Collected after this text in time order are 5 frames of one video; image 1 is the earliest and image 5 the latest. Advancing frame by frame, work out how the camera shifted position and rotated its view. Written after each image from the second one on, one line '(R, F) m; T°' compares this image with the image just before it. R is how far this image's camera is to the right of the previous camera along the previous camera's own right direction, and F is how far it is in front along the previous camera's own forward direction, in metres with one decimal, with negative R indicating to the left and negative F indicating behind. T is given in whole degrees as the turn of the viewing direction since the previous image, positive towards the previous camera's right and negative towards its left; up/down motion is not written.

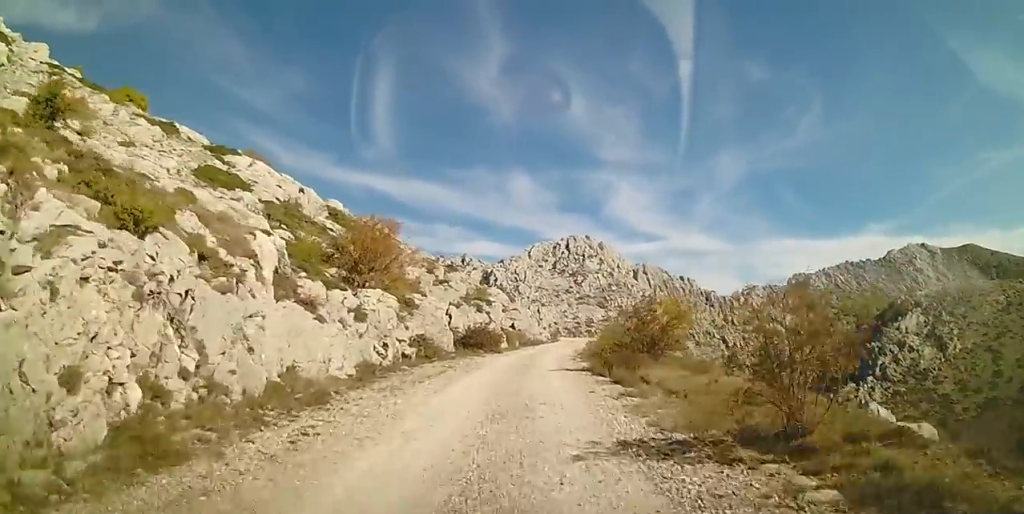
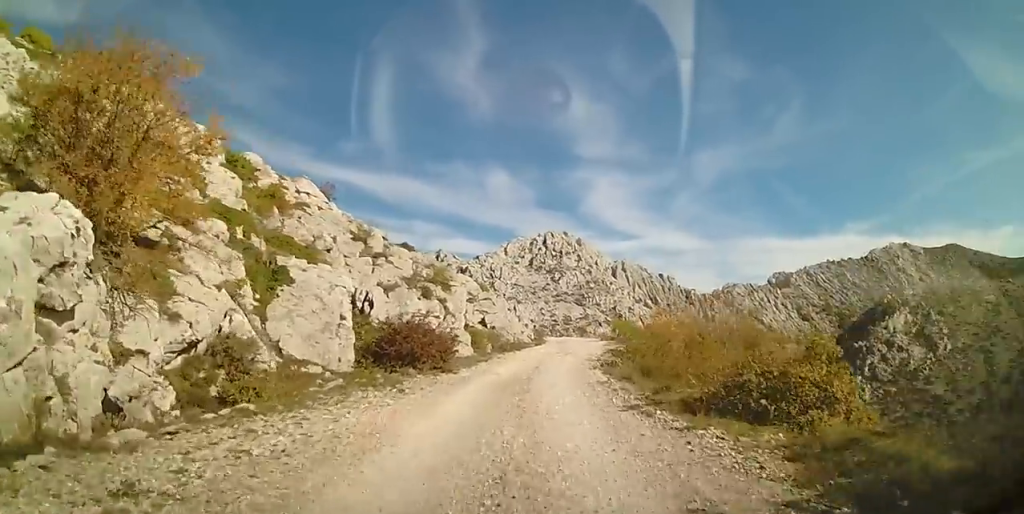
(0.0, +15.4) m; +1°
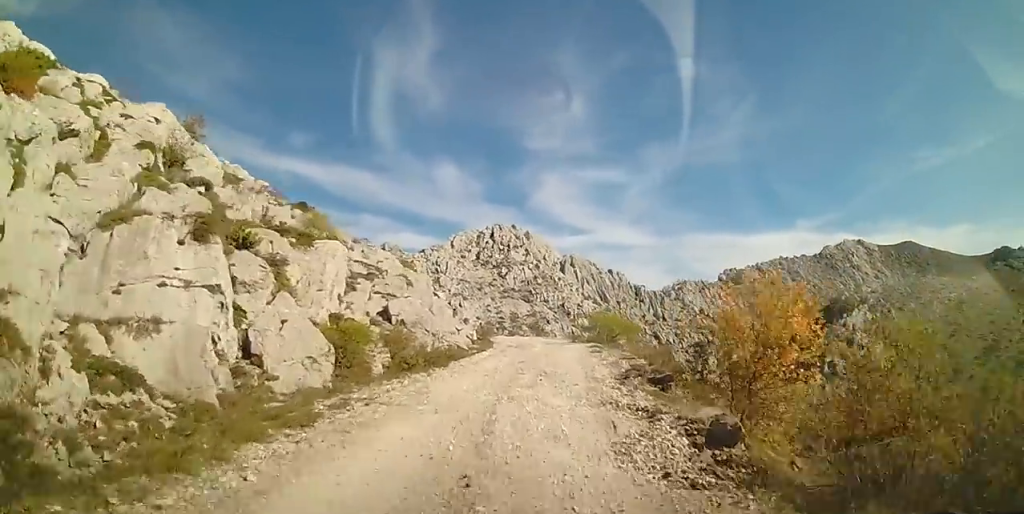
(+0.6, +14.8) m; +7°
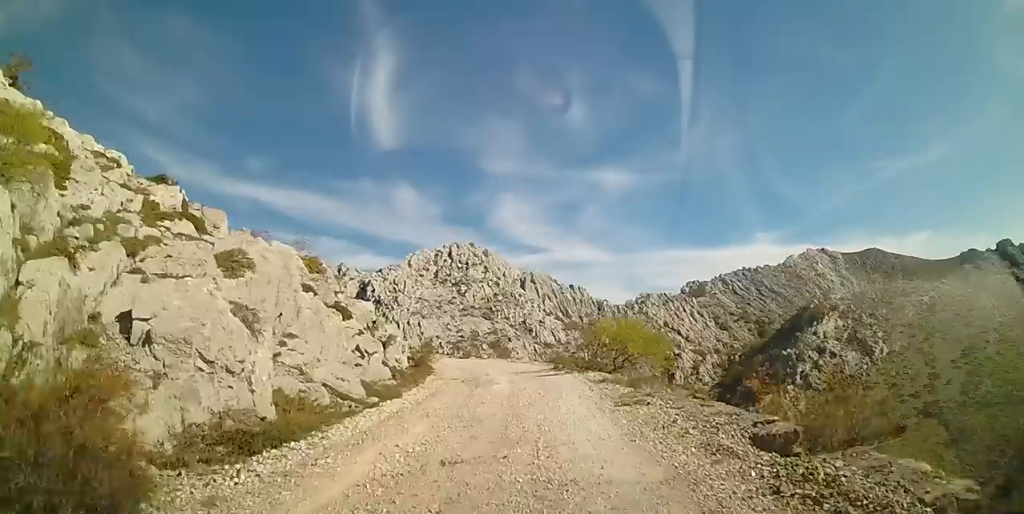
(+1.4, +12.6) m; +7°
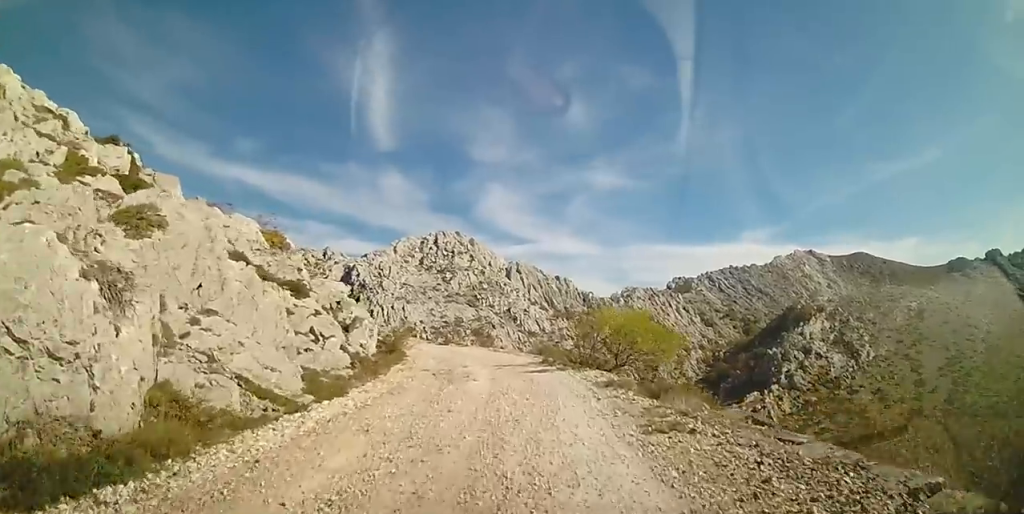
(-0.2, +3.2) m; -3°
